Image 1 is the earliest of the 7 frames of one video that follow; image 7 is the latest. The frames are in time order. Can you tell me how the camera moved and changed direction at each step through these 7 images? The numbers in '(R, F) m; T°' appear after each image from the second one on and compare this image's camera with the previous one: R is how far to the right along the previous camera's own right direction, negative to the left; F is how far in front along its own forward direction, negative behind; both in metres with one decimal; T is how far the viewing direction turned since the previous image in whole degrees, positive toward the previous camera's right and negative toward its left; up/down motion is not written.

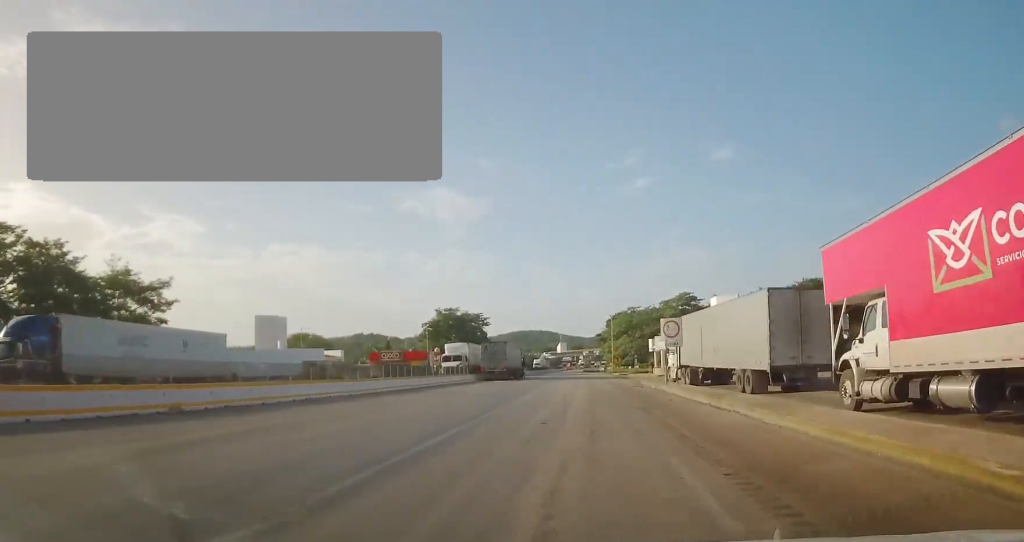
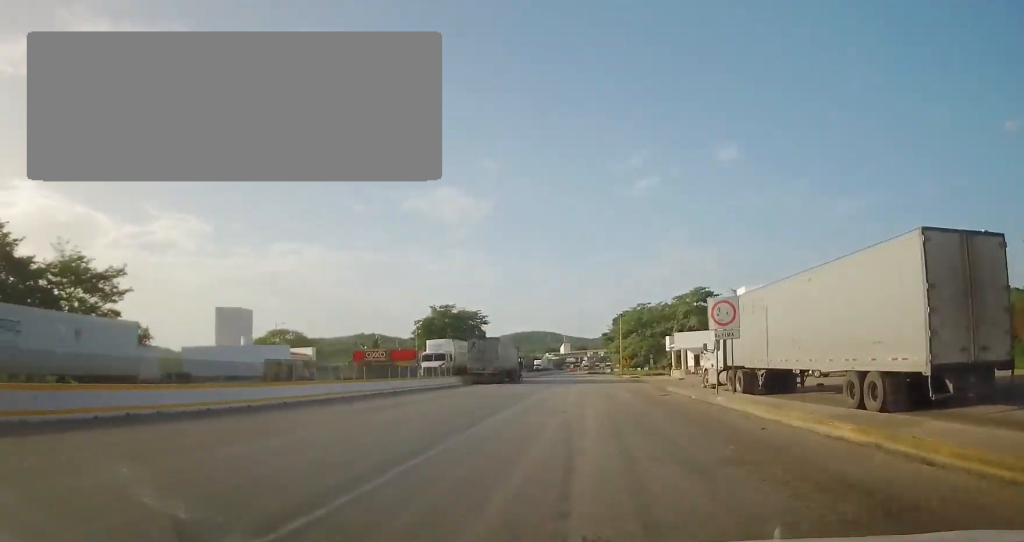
(-0.2, +10.4) m; -1°
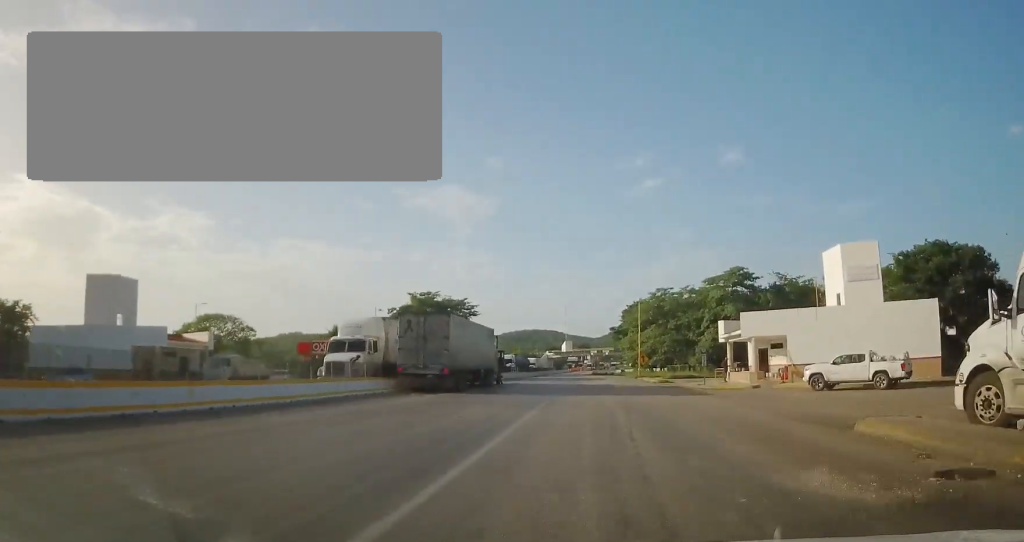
(0.0, +22.2) m; 0°
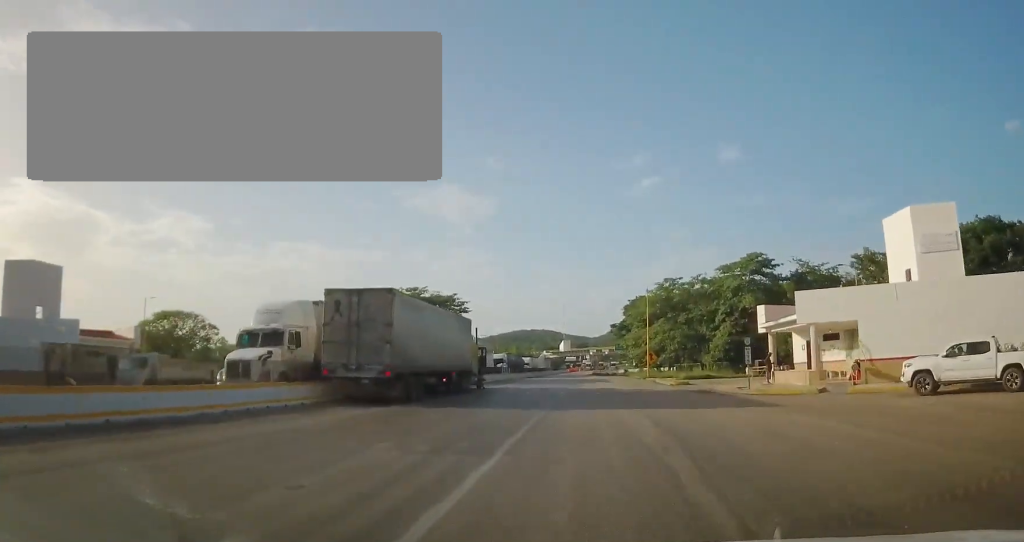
(+0.1, +9.6) m; -1°
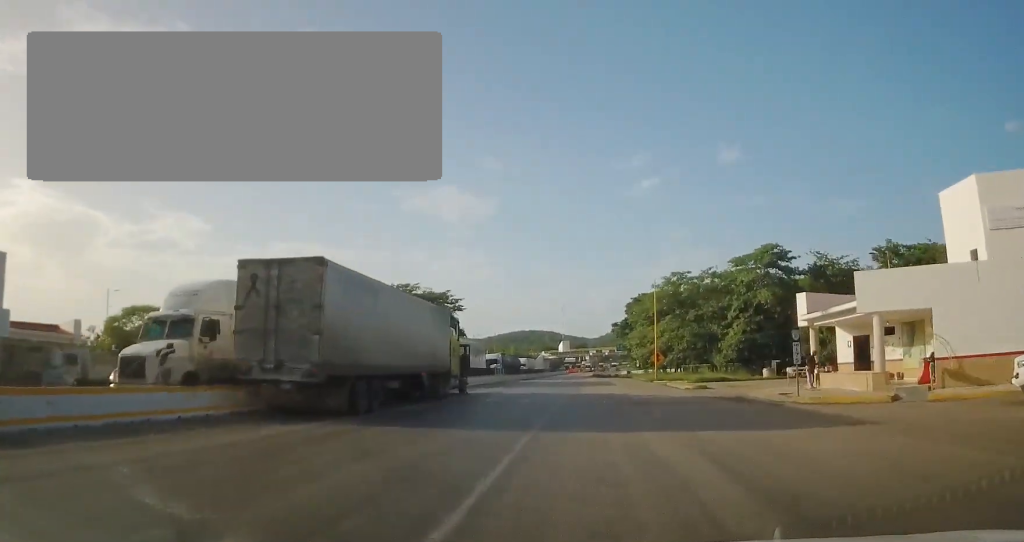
(-0.3, +6.1) m; -1°
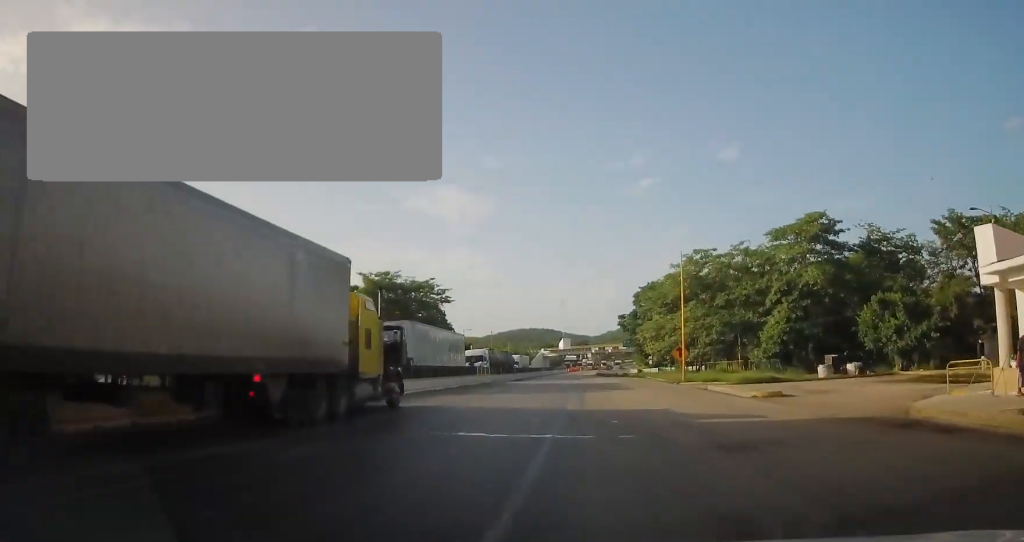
(-0.3, +13.5) m; -1°
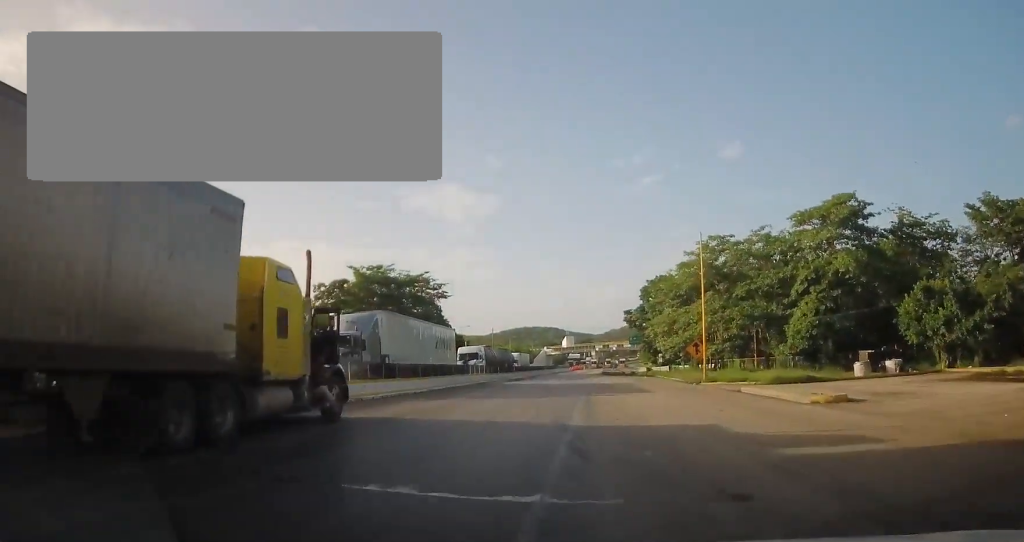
(0.0, +5.8) m; 0°
